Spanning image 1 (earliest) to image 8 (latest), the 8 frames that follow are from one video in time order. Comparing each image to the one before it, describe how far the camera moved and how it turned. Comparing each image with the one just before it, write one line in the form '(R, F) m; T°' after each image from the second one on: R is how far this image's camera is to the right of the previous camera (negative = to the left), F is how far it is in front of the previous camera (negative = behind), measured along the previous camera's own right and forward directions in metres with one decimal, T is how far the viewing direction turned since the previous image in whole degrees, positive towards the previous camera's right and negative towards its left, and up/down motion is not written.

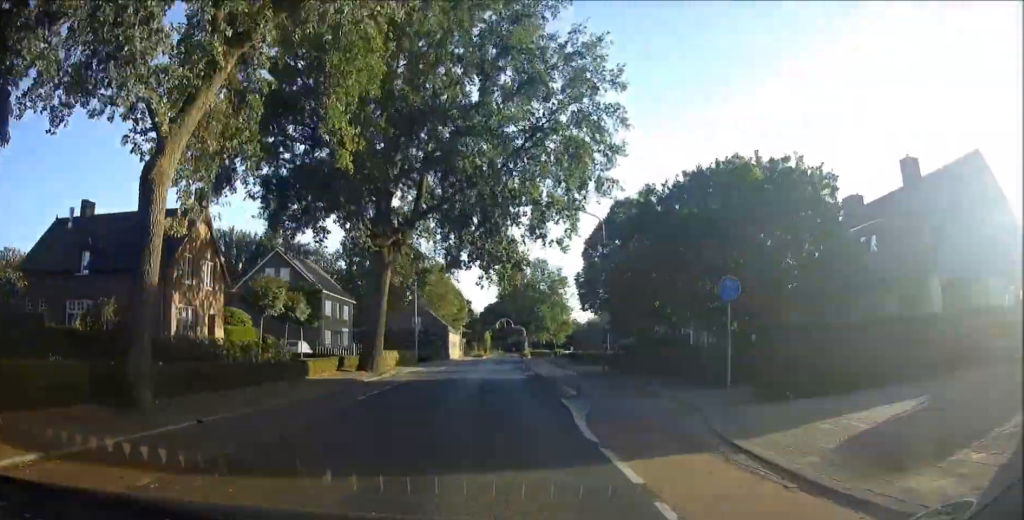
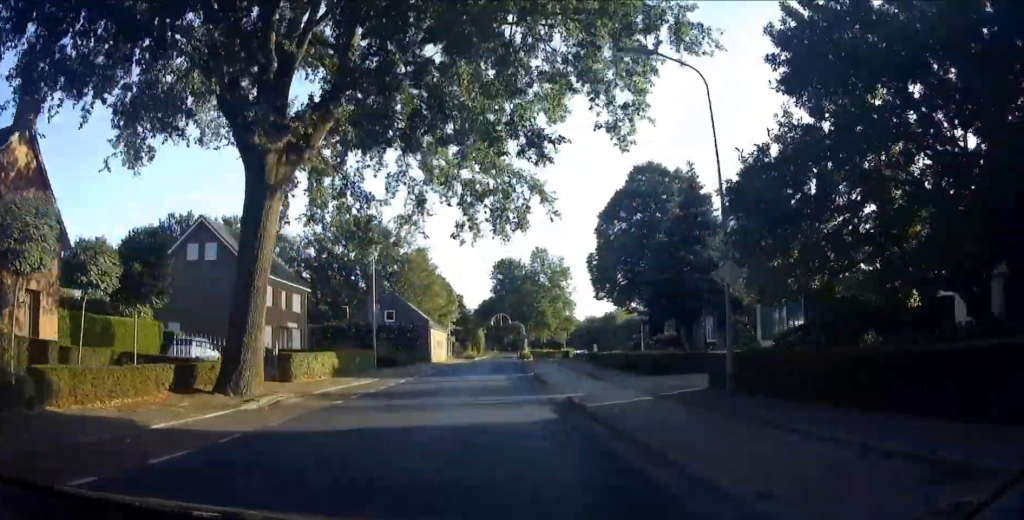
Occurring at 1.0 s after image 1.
(+0.2, +15.0) m; +1°
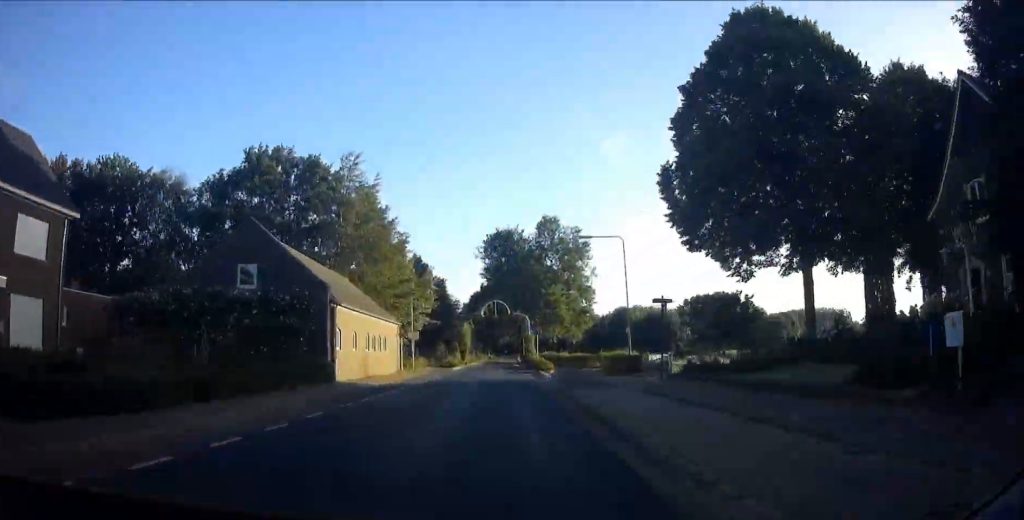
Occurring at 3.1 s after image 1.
(+0.5, +32.1) m; +1°
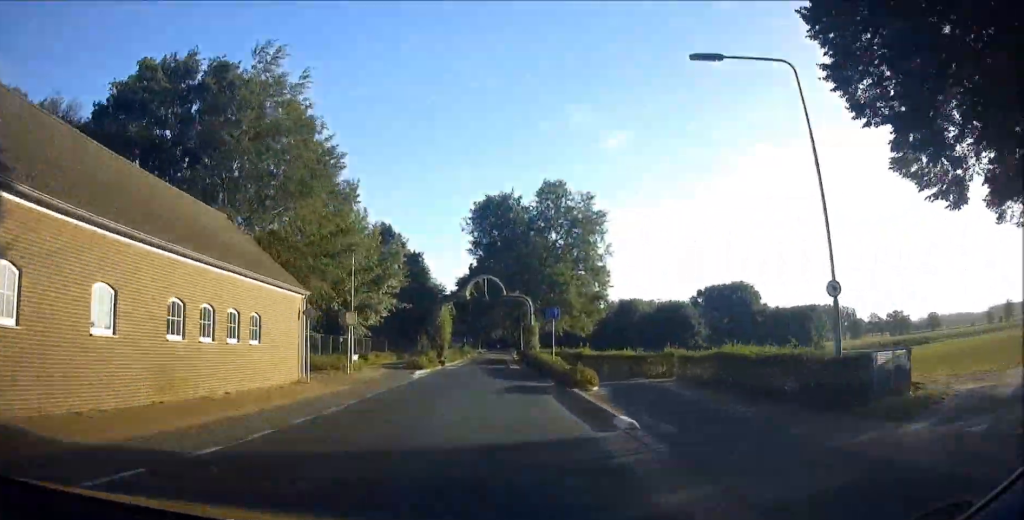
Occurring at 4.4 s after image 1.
(0.0, +19.2) m; 0°
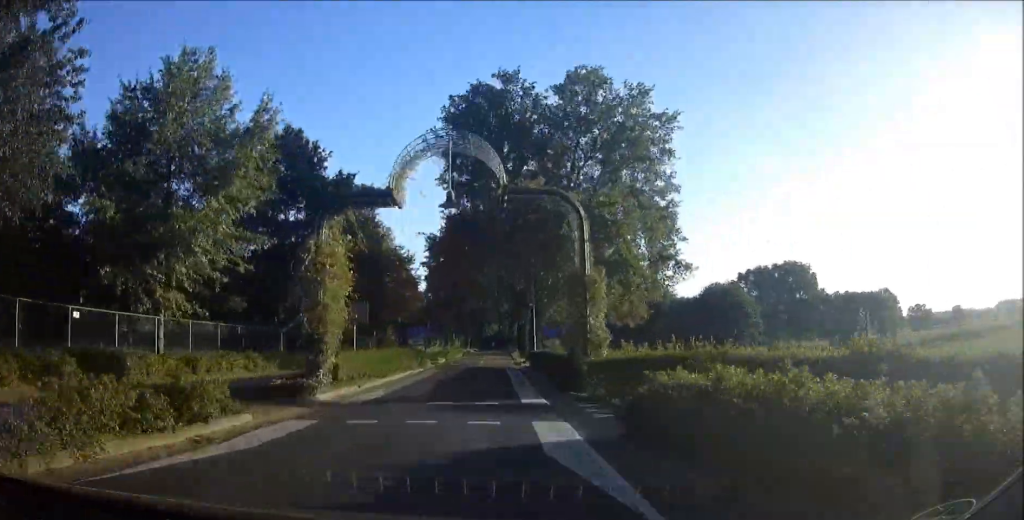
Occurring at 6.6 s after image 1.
(+0.1, +34.4) m; 0°
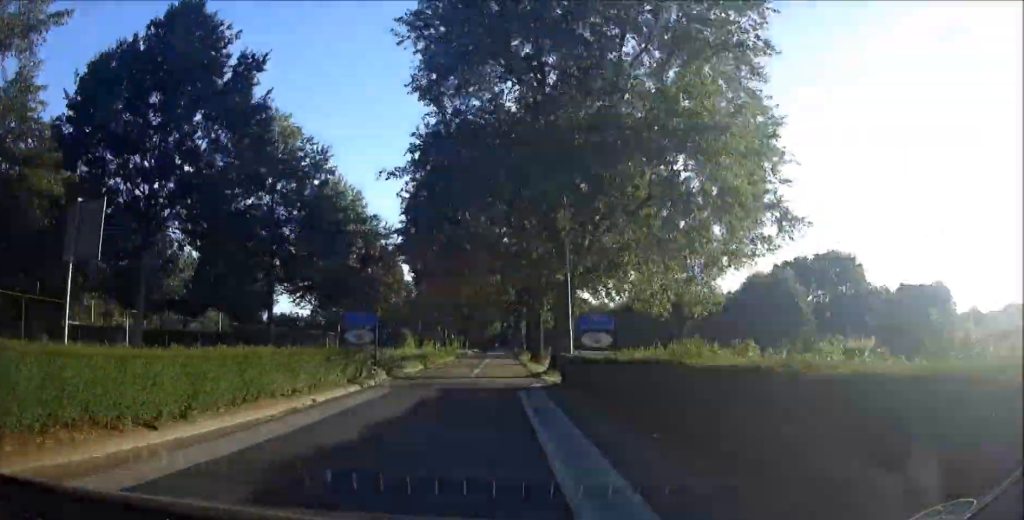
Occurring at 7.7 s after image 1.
(+0.1, +18.4) m; 0°
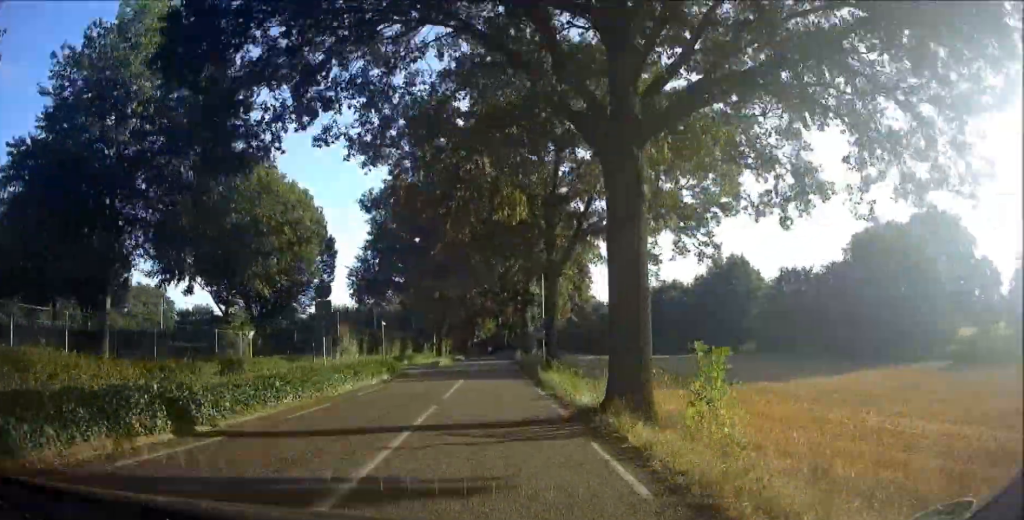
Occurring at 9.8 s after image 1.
(0.0, +34.7) m; 0°
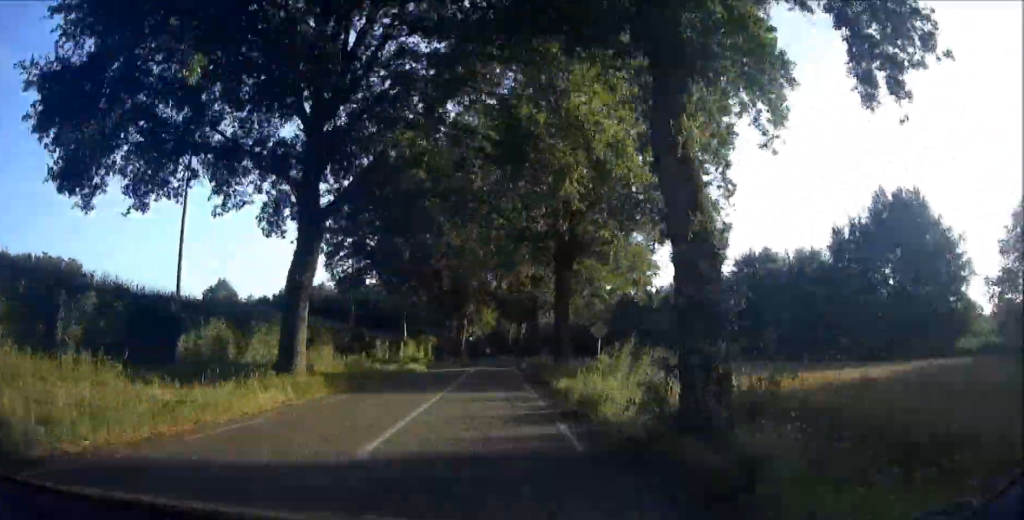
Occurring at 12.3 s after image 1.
(0.0, +44.9) m; 0°
